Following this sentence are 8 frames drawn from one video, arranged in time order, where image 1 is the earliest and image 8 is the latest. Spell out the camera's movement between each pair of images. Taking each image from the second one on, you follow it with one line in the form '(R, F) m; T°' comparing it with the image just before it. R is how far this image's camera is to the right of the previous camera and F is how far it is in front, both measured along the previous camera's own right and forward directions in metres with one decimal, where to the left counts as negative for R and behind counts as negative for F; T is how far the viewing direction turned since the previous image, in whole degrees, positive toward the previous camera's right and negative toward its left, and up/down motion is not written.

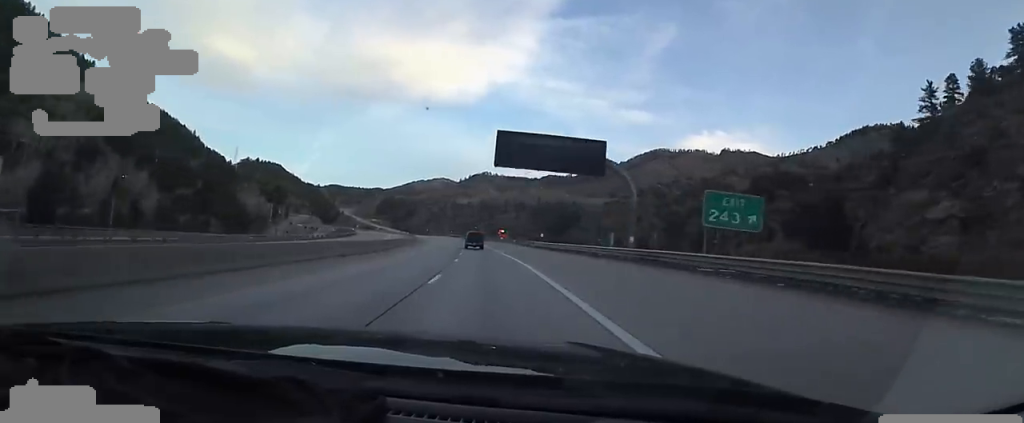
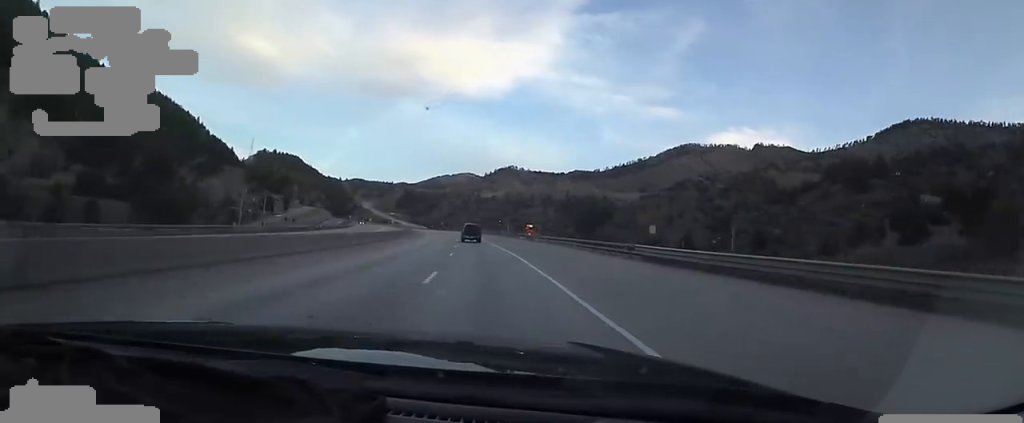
(-0.7, +37.4) m; -2°
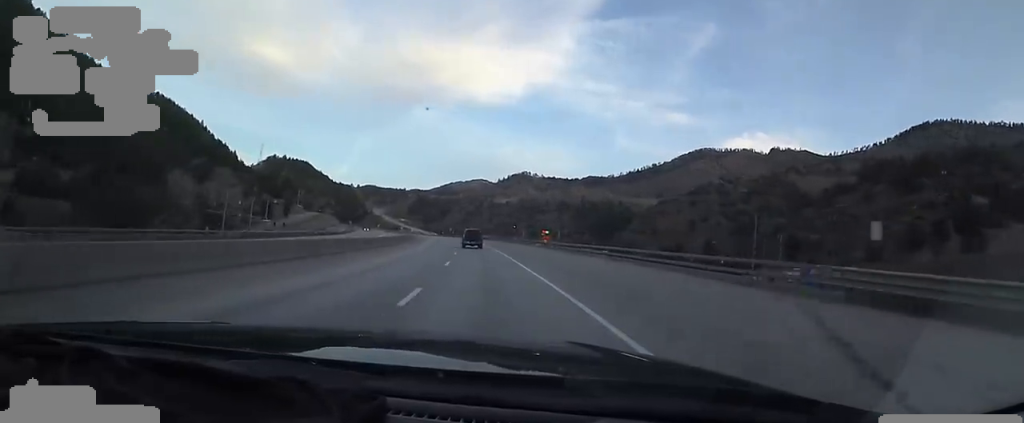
(+0.1, +15.8) m; -1°
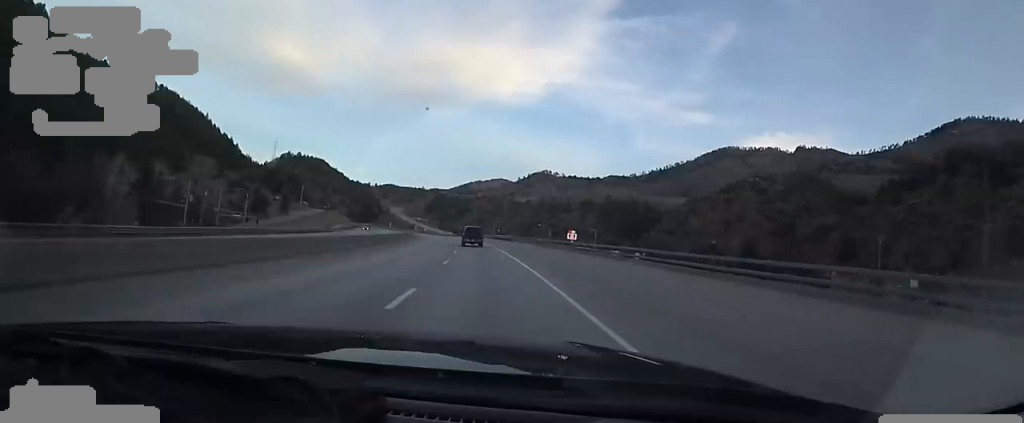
(-0.6, +24.6) m; -4°
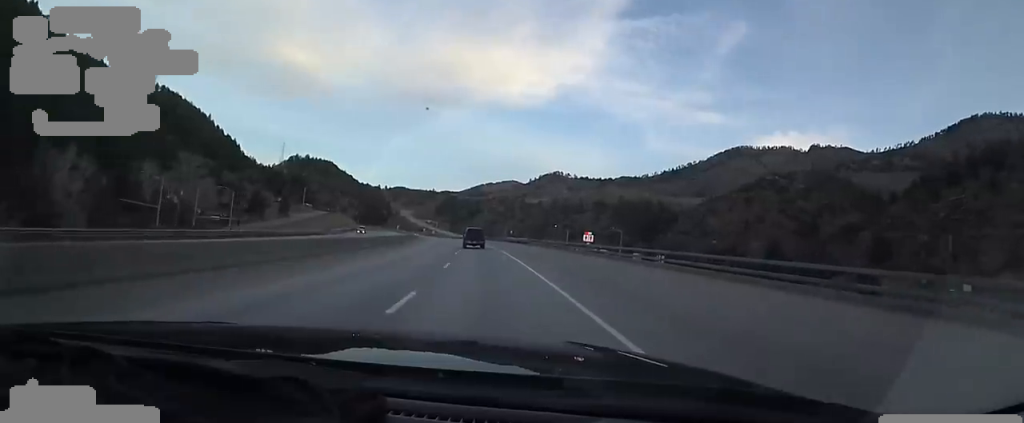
(+0.1, +12.8) m; -3°
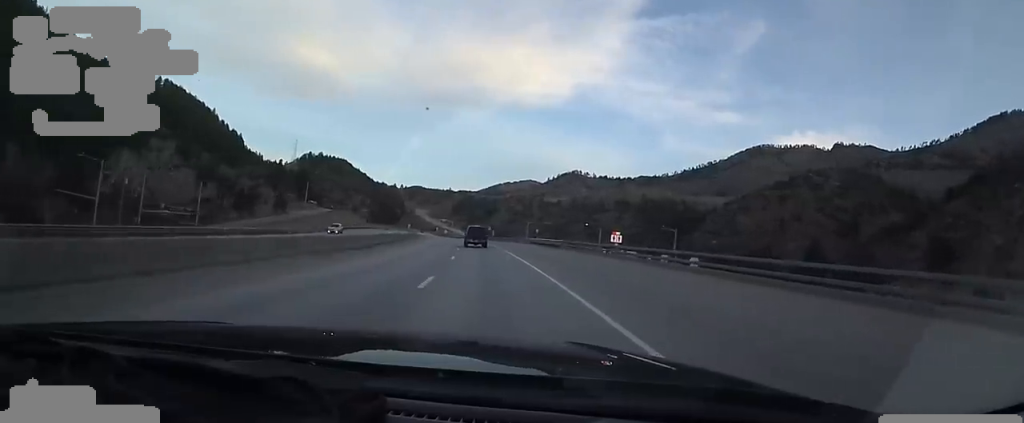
(-1.2, +20.4) m; -2°
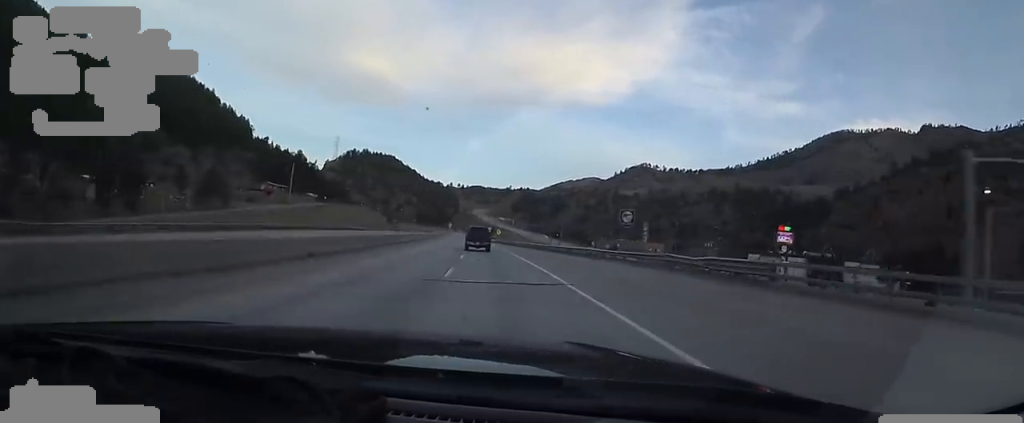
(-5.9, +81.4) m; -7°
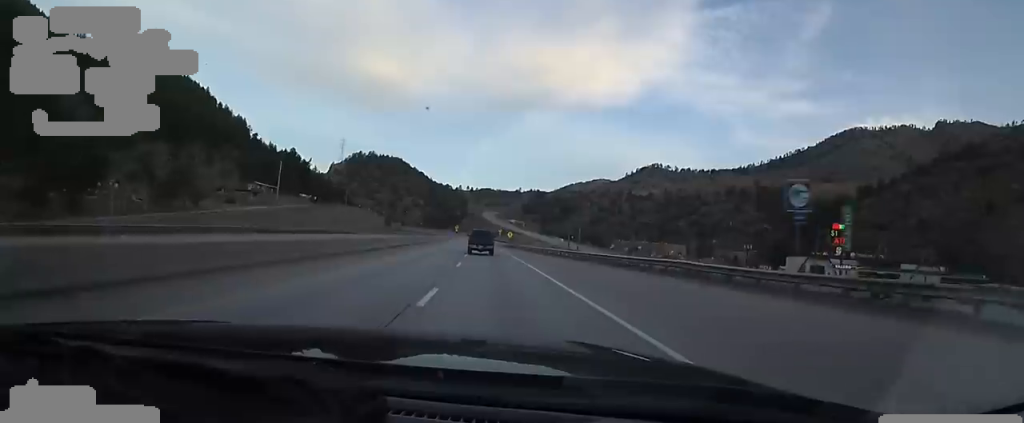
(+0.1, +16.8) m; 0°
